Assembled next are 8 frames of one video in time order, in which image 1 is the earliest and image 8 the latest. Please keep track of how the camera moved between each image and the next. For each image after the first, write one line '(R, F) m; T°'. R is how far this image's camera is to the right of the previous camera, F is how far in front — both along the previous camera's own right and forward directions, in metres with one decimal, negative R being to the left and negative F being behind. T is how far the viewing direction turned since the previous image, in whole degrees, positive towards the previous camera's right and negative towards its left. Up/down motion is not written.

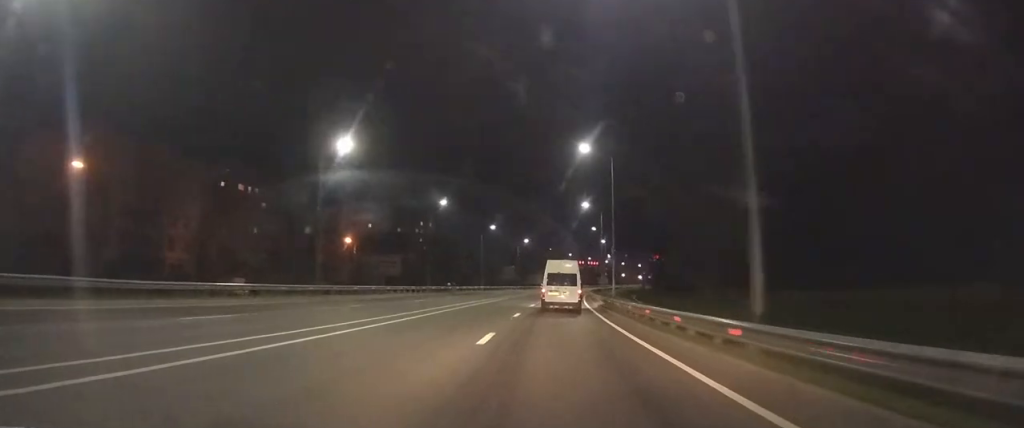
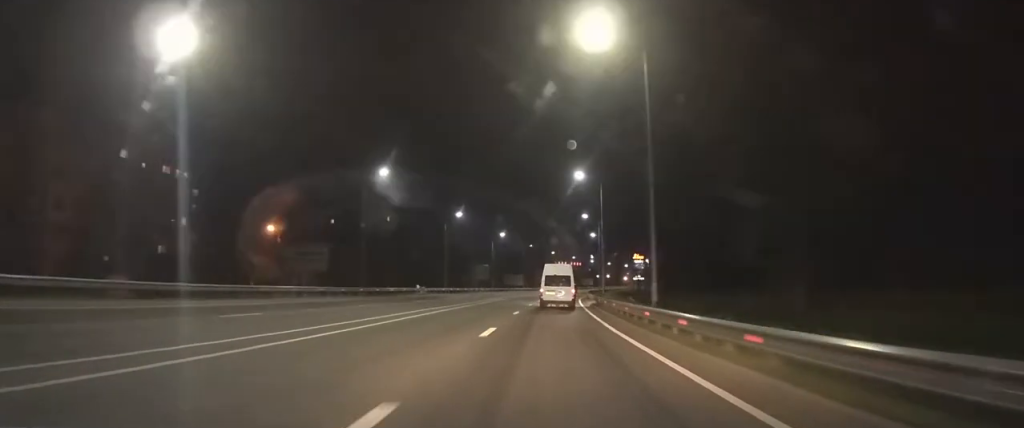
(+0.3, +21.3) m; +1°
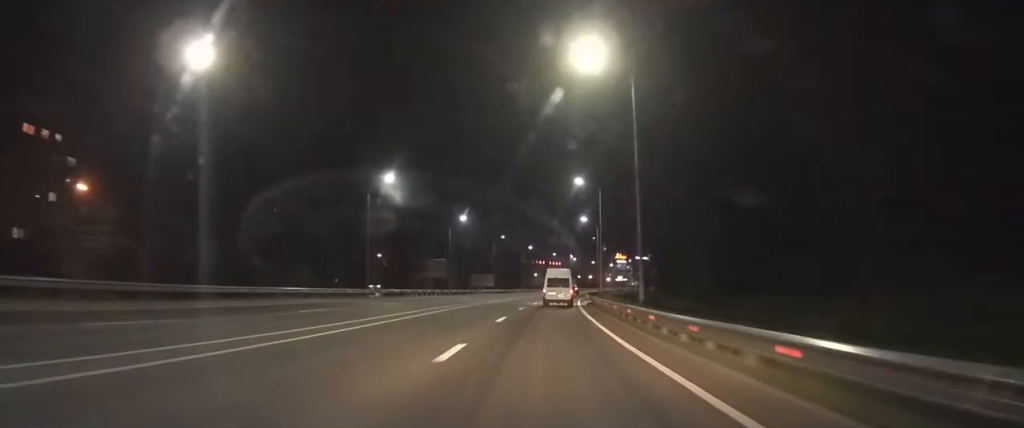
(+0.5, +30.0) m; +2°
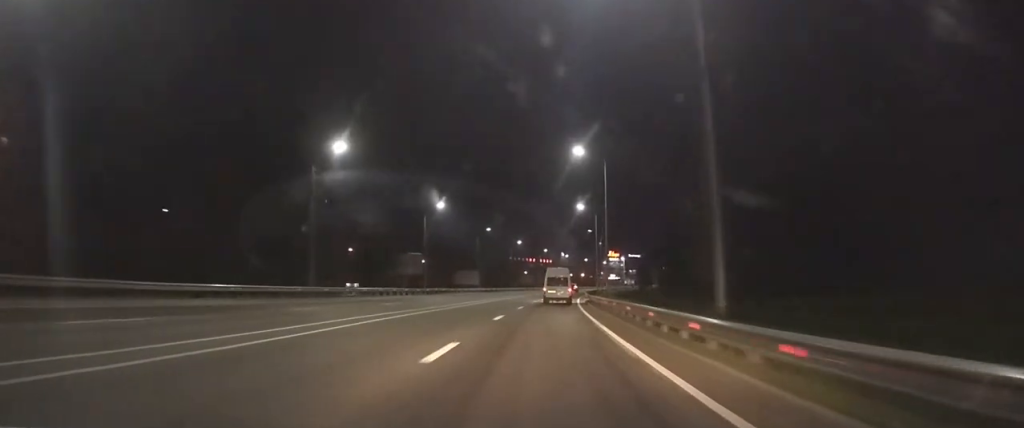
(+0.1, +12.5) m; +1°
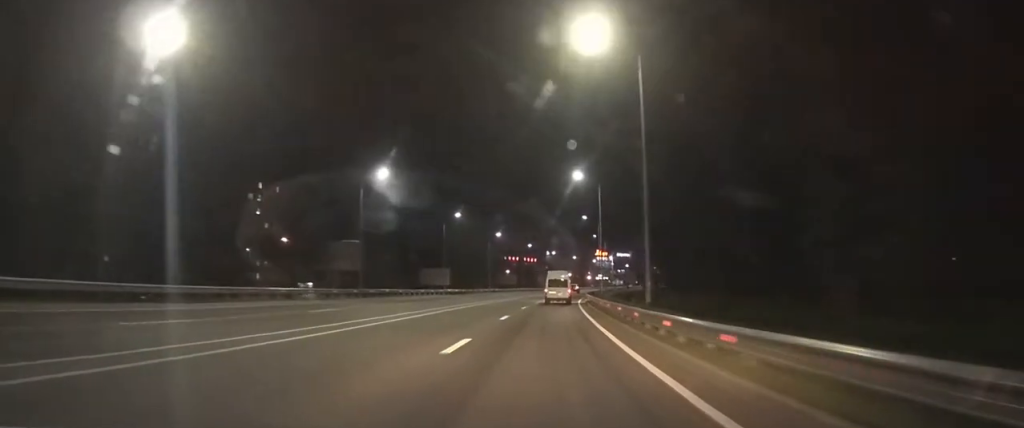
(+0.1, +22.7) m; +1°
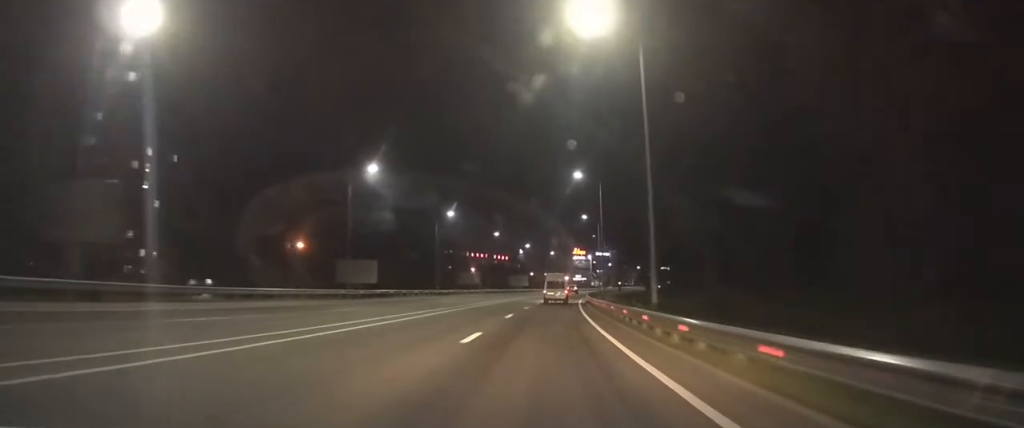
(+0.6, +34.9) m; +2°
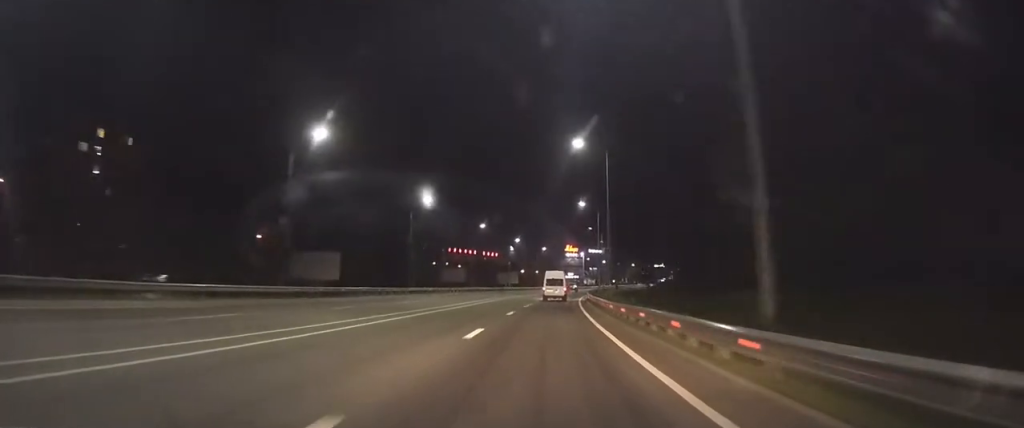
(+0.2, +12.0) m; +1°
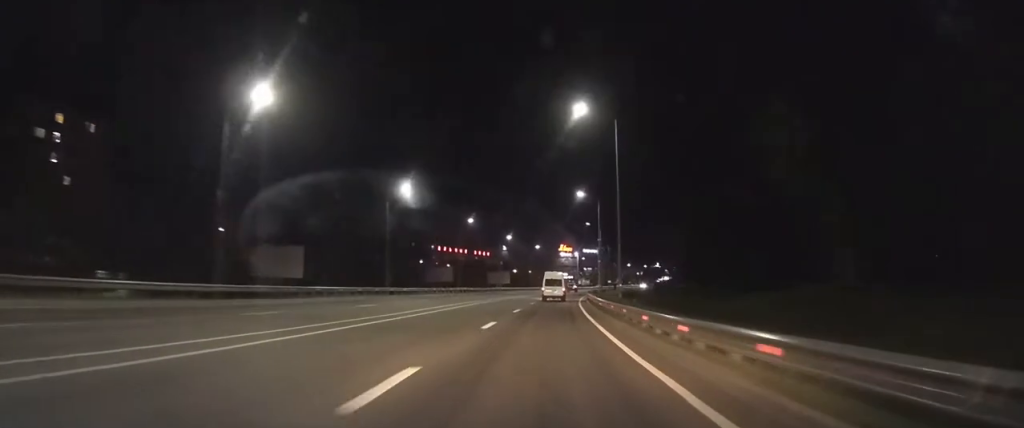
(0.0, +9.0) m; +1°
